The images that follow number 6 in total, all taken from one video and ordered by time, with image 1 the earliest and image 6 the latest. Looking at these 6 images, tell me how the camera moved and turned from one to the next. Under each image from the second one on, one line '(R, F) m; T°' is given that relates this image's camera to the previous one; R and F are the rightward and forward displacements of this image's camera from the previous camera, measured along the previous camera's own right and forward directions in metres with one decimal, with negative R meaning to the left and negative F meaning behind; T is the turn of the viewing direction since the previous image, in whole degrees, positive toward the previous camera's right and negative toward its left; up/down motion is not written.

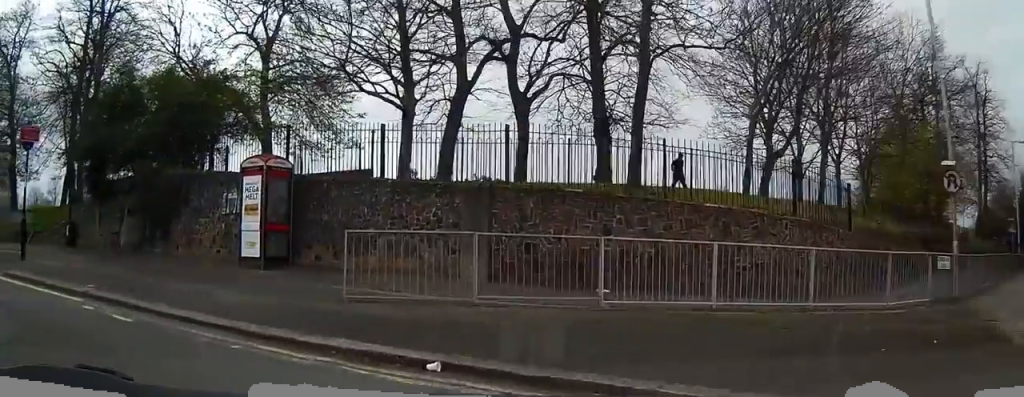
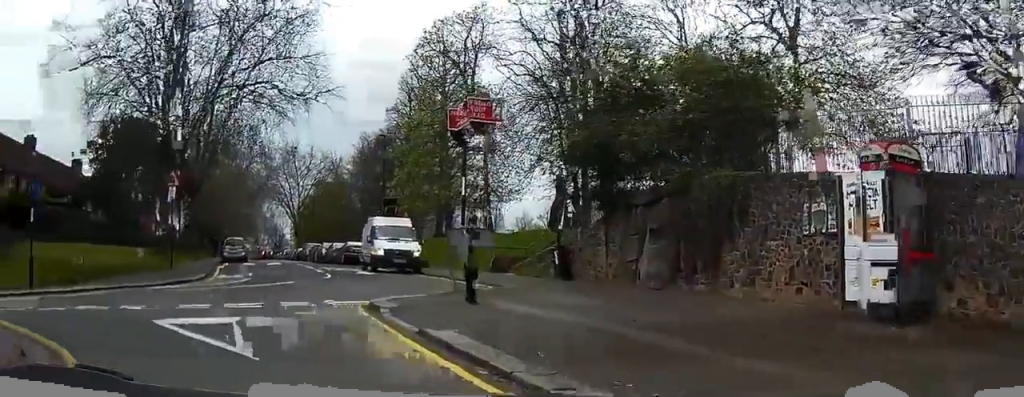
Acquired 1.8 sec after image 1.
(-2.3, +5.7) m; -40°
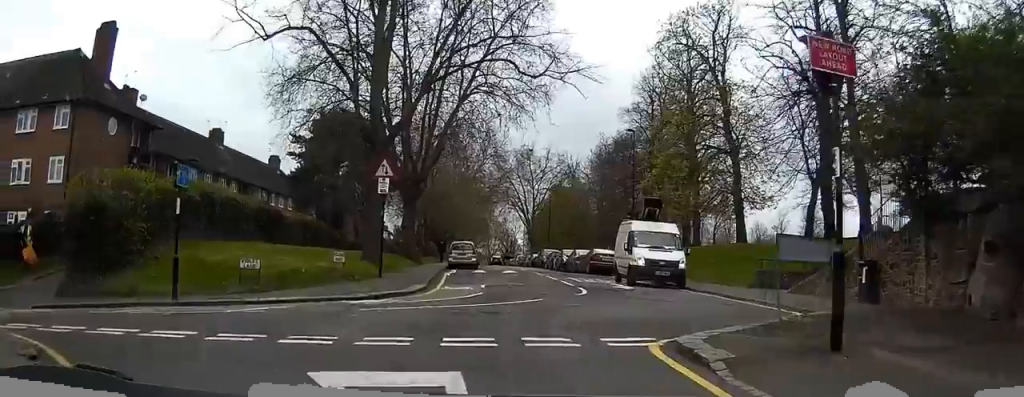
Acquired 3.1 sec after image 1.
(-0.7, +3.8) m; -18°
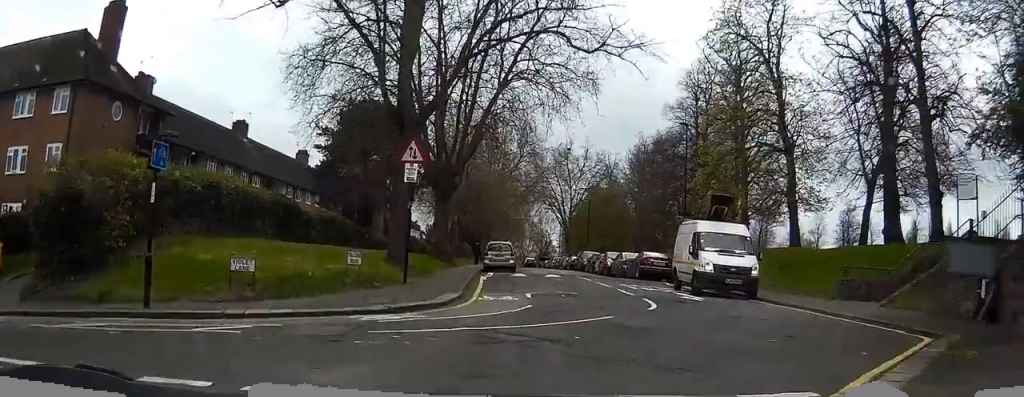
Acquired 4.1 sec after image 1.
(-0.2, +3.3) m; -5°
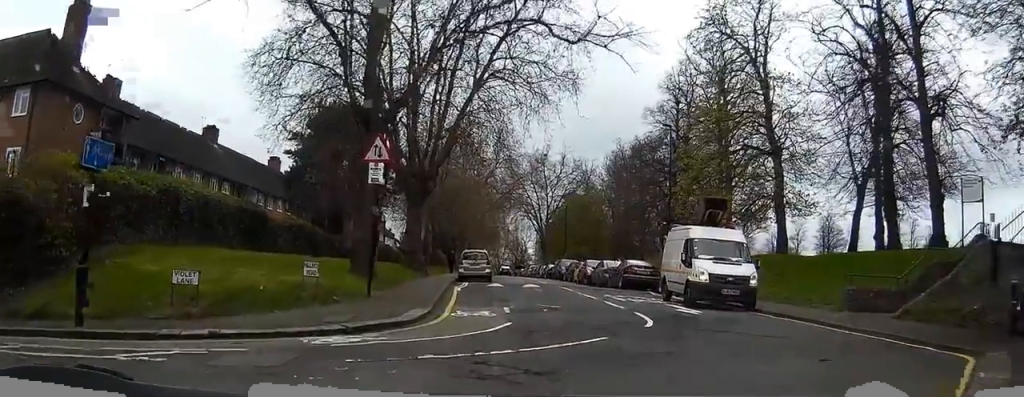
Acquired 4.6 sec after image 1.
(0.0, +1.9) m; +3°
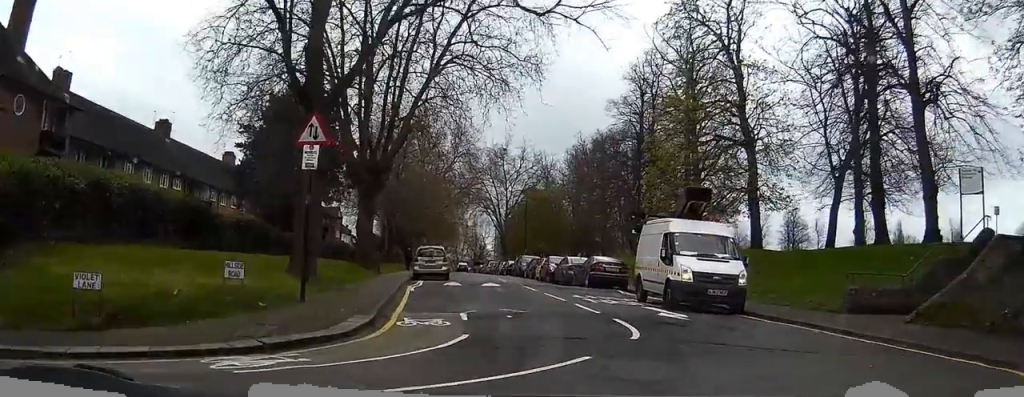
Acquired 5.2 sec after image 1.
(-0.1, +2.1) m; +4°
